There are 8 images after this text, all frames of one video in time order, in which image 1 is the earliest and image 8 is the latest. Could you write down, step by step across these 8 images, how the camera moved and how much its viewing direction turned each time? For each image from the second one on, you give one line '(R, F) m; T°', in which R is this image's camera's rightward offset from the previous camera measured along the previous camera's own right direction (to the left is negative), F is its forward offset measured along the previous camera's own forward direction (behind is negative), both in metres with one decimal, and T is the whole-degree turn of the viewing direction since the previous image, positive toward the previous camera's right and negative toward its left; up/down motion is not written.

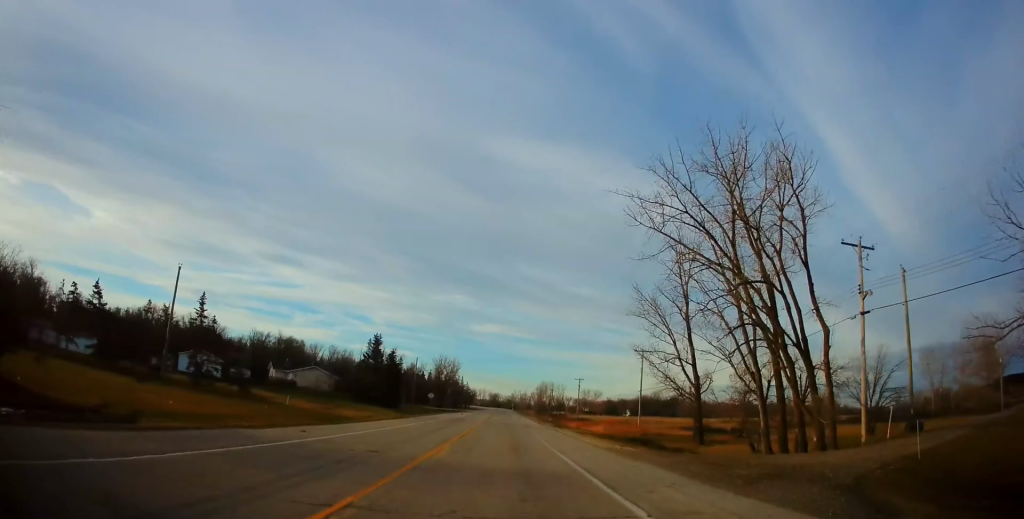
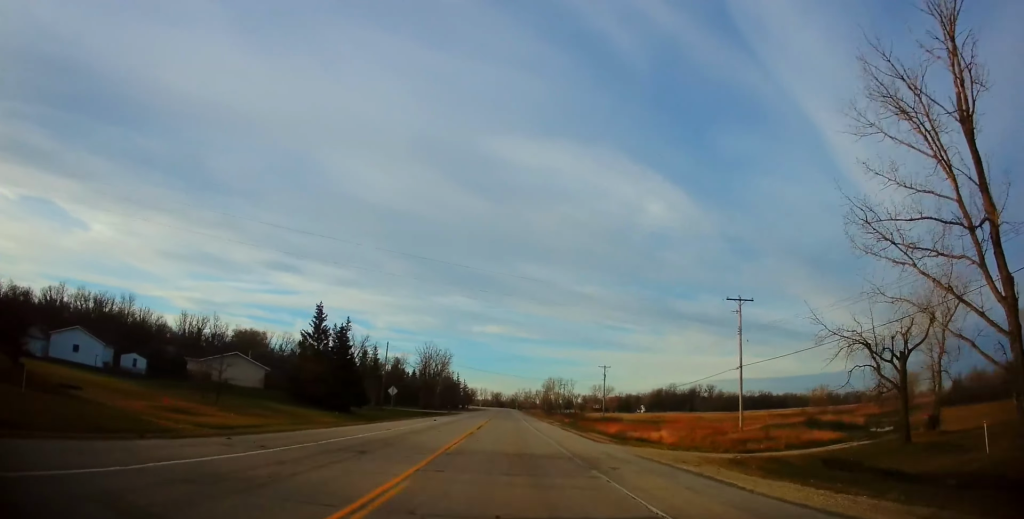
(0.0, +30.9) m; -1°
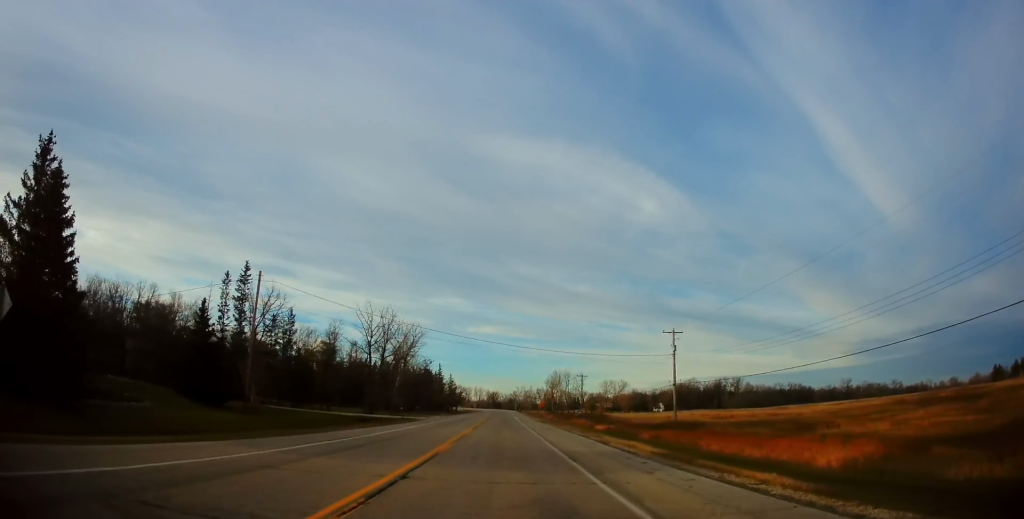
(+0.1, +42.4) m; -4°
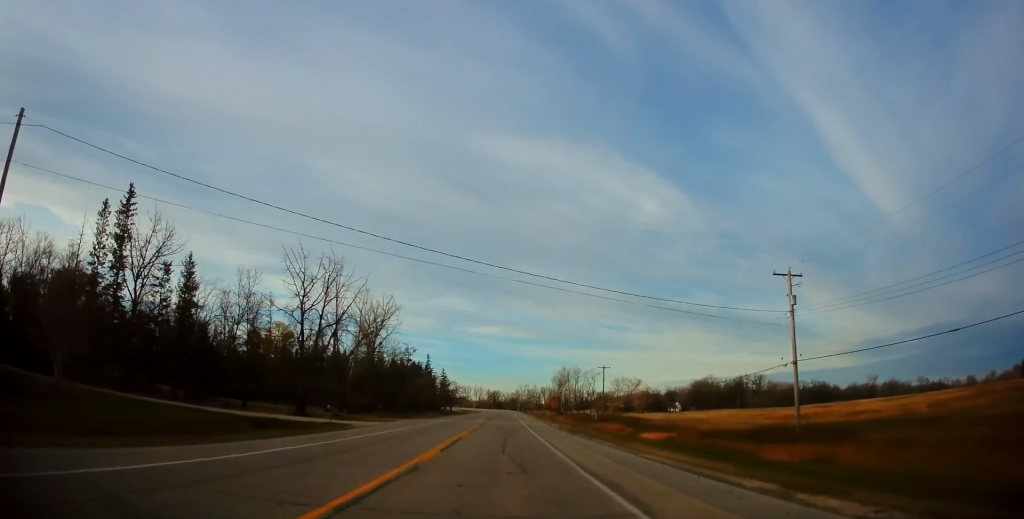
(-1.9, +24.4) m; -7°
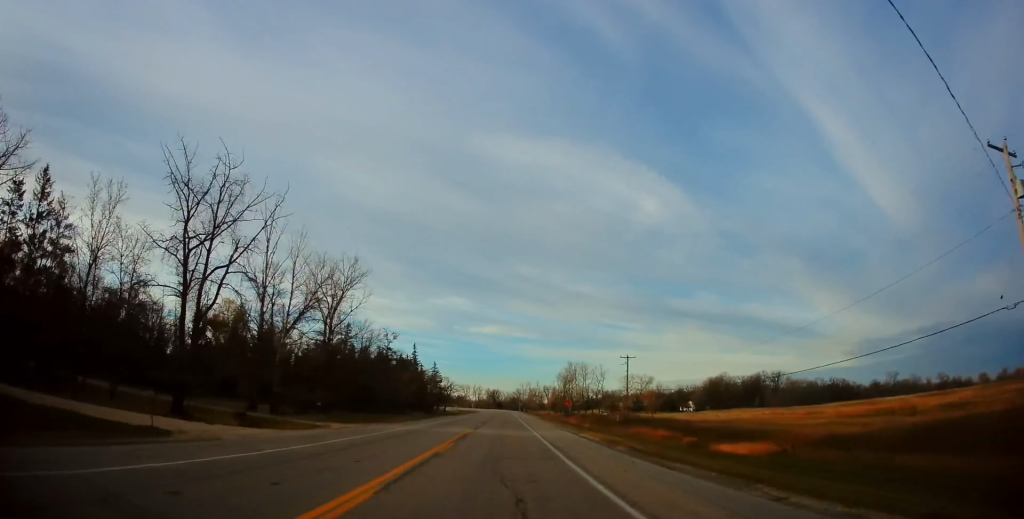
(-0.8, +19.7) m; +3°
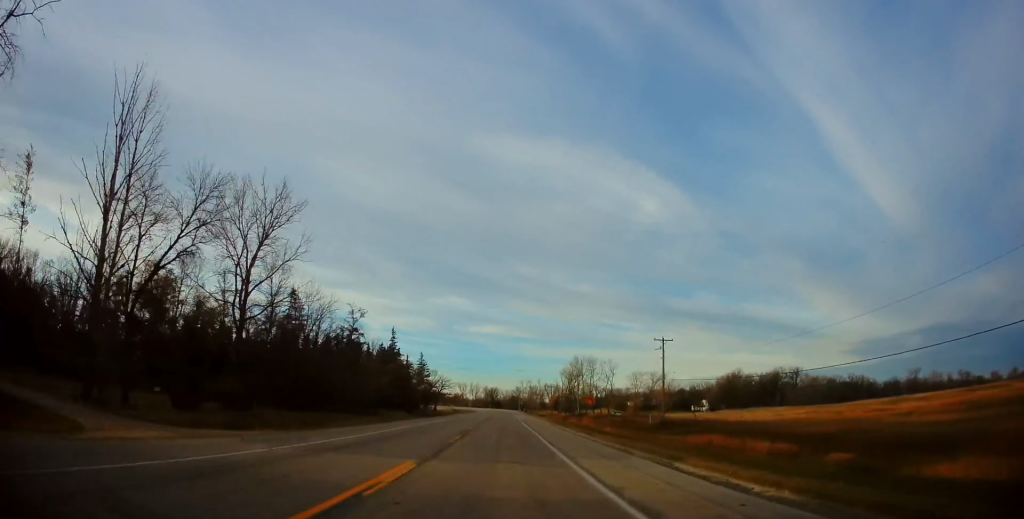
(+0.7, +21.1) m; +9°
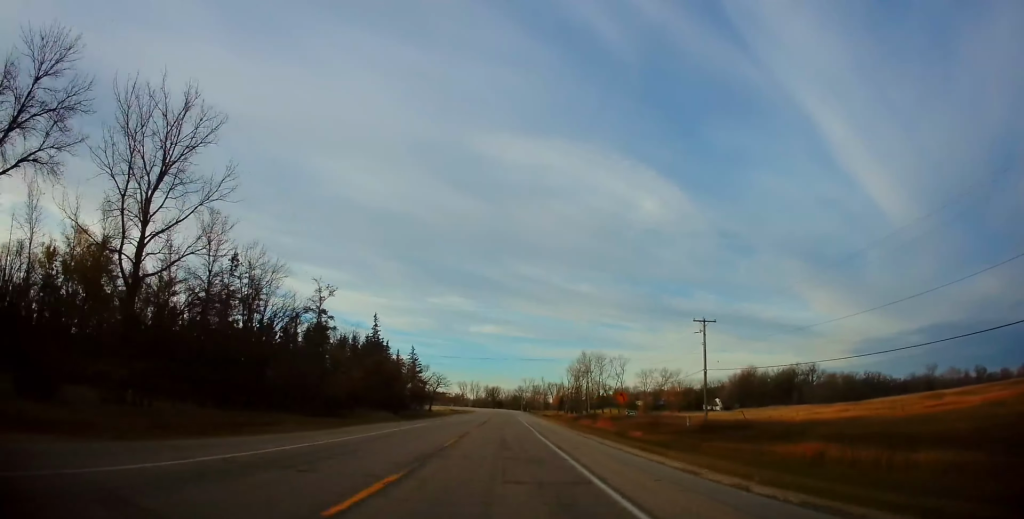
(+2.2, +16.4) m; +5°
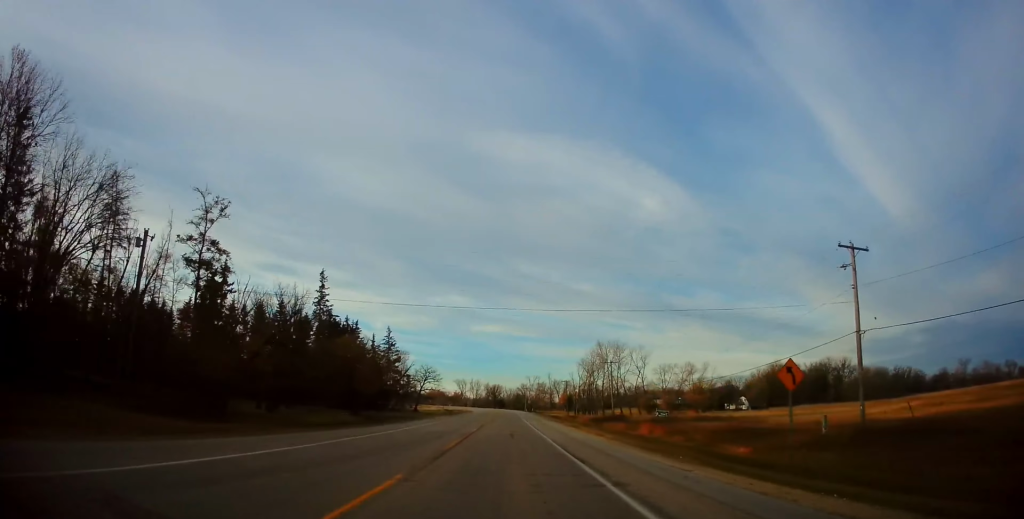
(+1.3, +29.5) m; +1°
